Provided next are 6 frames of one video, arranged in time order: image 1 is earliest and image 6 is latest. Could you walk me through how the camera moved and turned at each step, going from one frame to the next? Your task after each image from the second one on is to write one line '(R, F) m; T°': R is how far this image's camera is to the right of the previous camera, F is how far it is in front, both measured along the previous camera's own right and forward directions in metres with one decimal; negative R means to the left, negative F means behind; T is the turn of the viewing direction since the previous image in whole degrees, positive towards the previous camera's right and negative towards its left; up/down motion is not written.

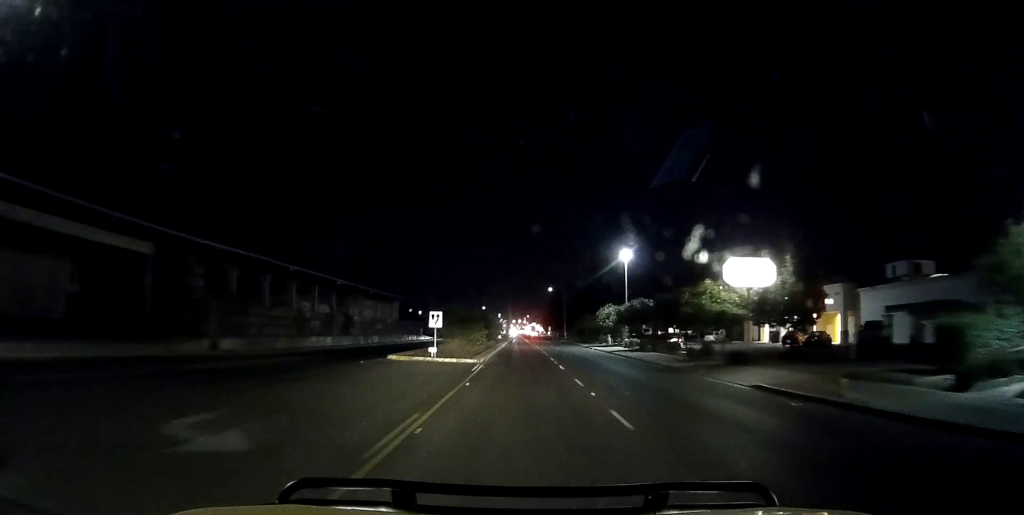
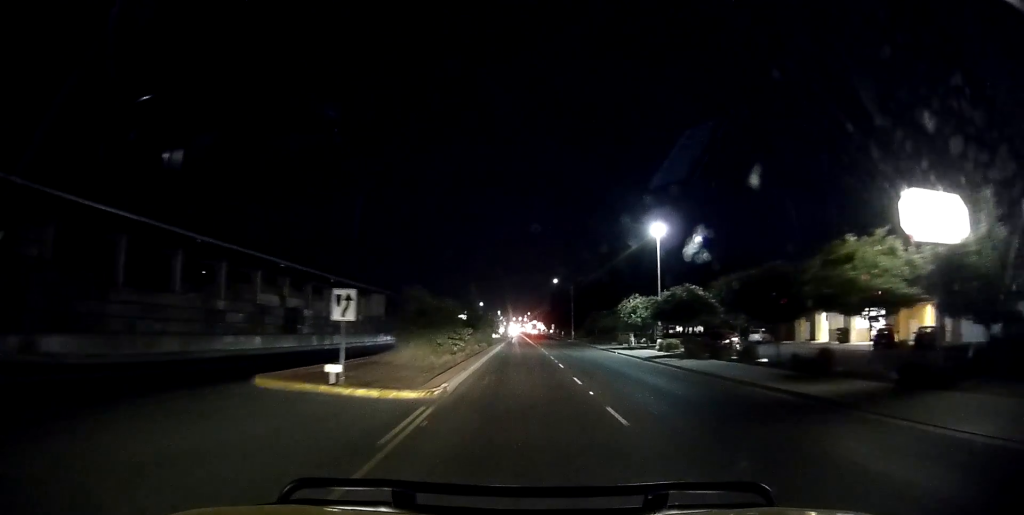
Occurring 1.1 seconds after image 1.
(0.0, +14.4) m; 0°
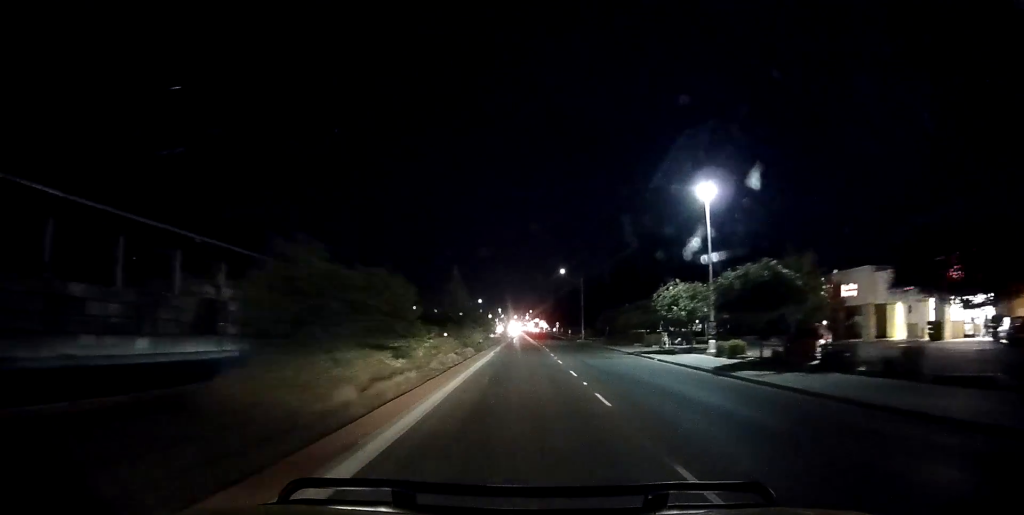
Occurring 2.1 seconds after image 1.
(0.0, +12.8) m; +2°
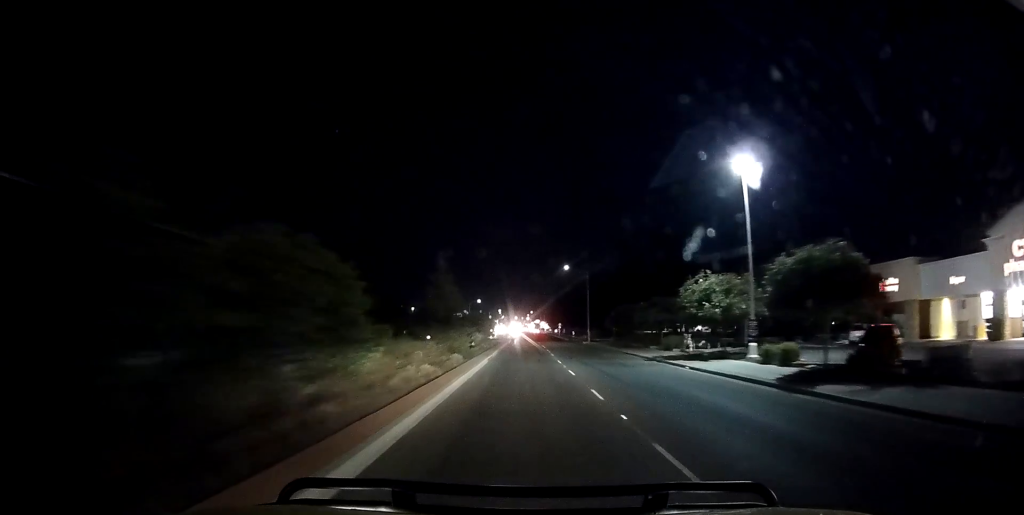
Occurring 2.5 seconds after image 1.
(+0.2, +6.2) m; +1°
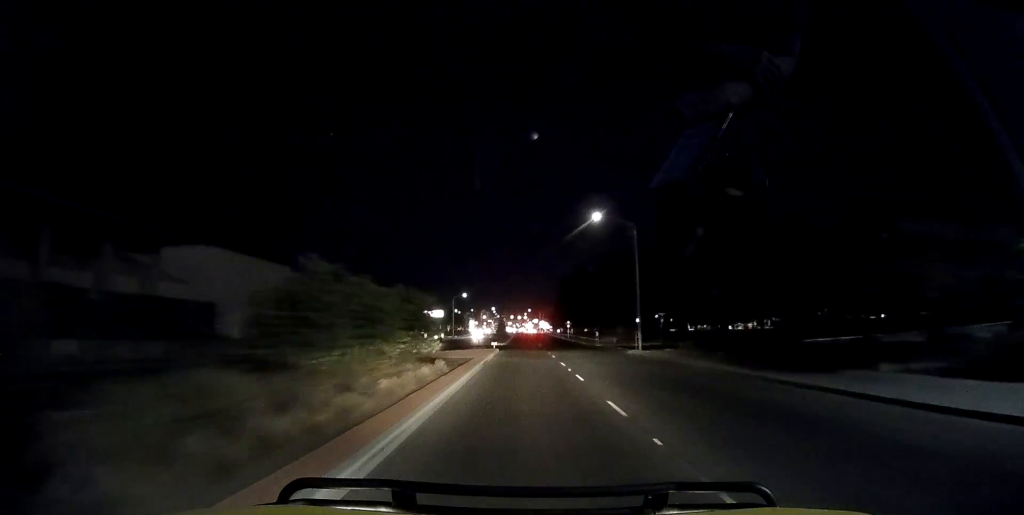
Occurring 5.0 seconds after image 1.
(-1.2, +32.4) m; -2°
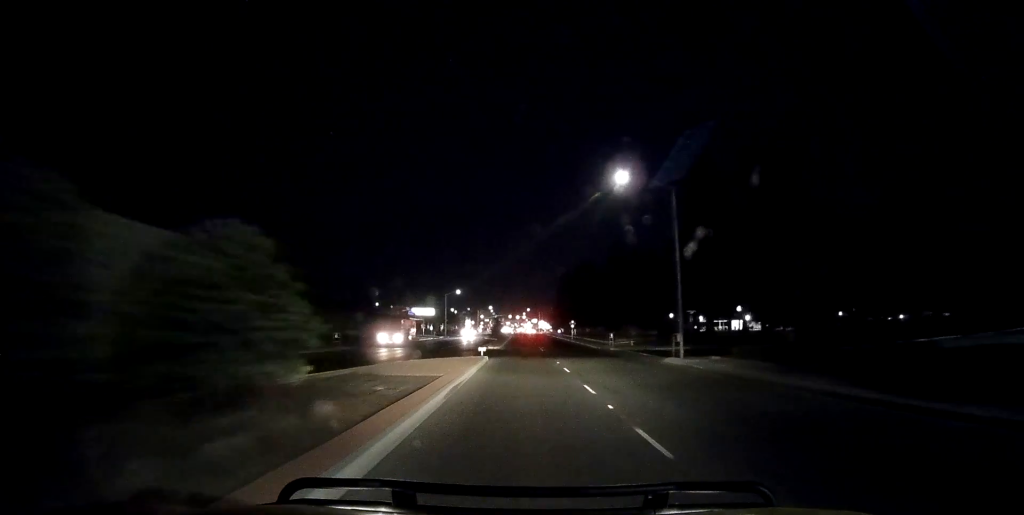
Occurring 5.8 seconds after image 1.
(+0.3, +10.7) m; 0°
